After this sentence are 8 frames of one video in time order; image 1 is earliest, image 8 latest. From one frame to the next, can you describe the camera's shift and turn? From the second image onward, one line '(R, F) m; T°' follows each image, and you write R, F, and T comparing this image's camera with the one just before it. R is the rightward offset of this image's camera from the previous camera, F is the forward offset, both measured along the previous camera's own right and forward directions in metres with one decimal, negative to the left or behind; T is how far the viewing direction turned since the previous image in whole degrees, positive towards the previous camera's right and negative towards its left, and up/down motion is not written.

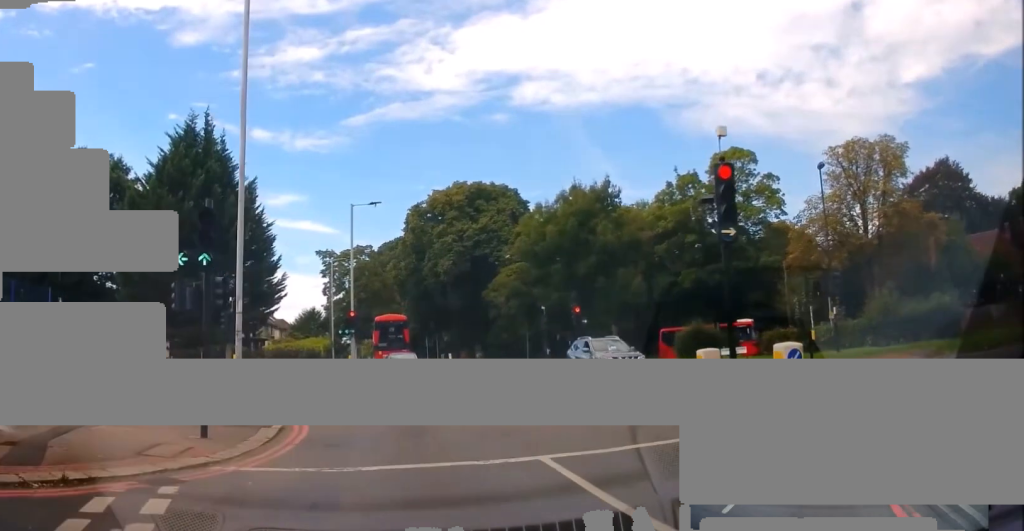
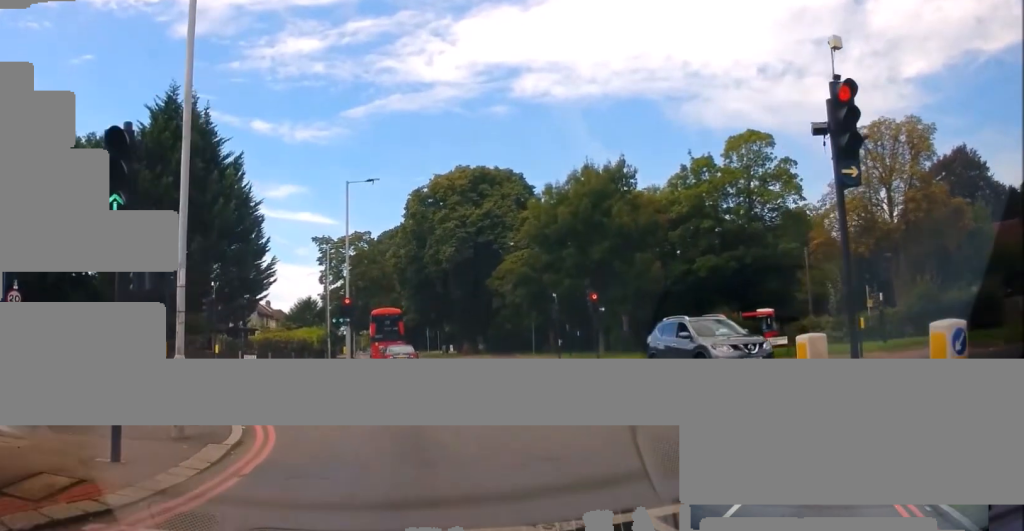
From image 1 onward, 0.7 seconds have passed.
(+0.2, +3.7) m; +2°
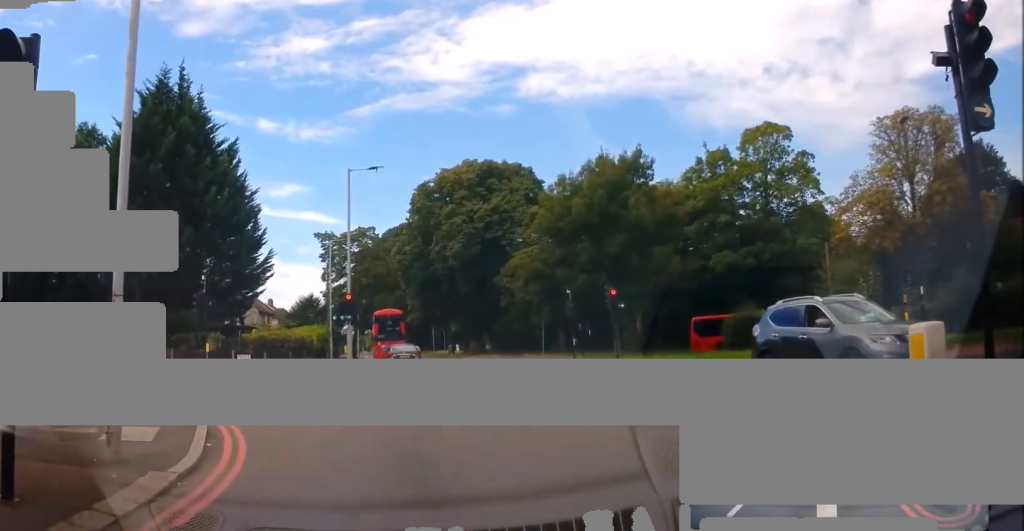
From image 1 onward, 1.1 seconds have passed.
(+0.2, +2.6) m; 0°
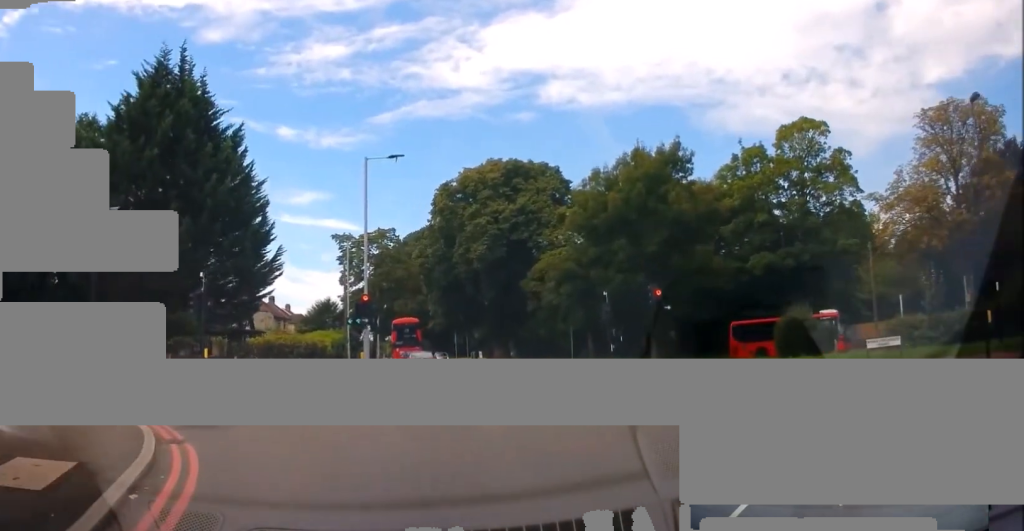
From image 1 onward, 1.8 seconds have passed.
(-0.2, +3.8) m; -3°
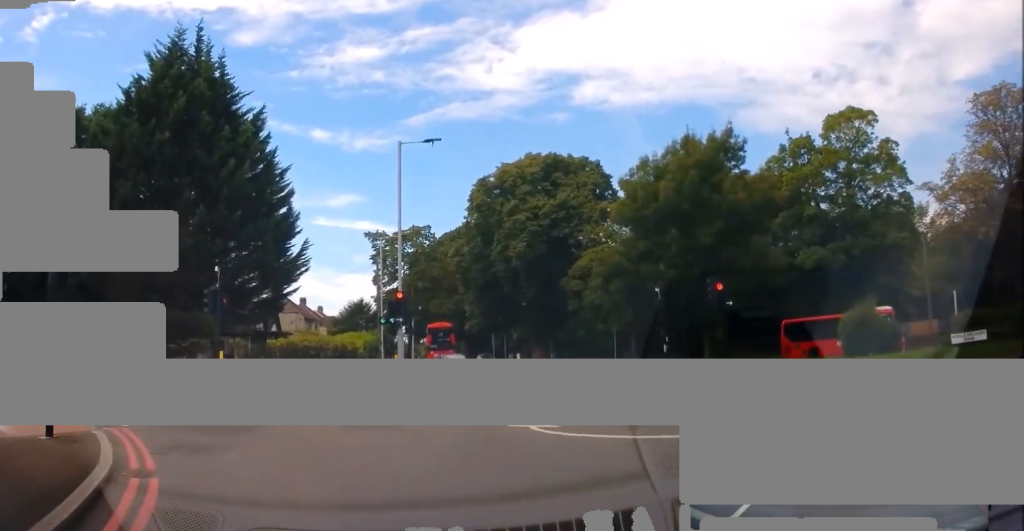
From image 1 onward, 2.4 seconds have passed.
(-0.1, +3.2) m; -3°
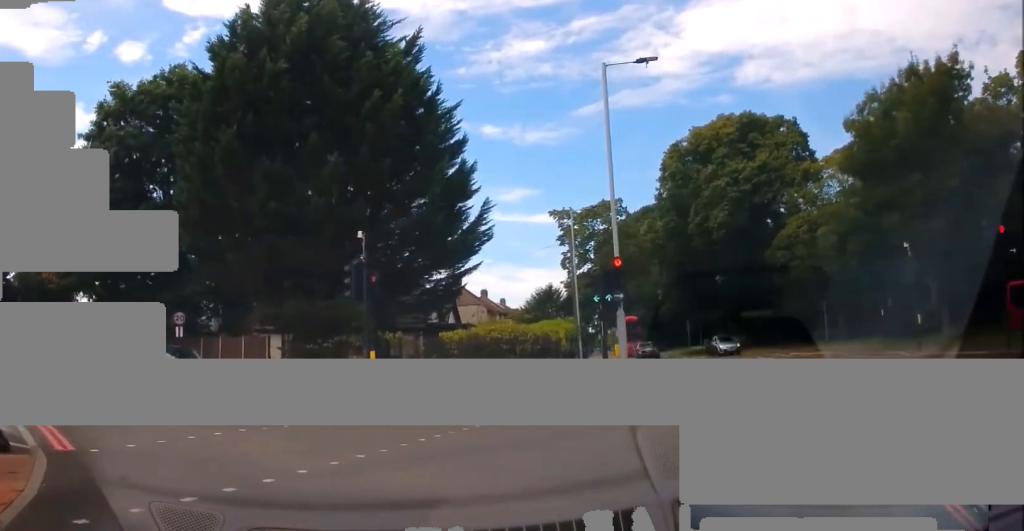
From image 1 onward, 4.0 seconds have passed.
(-0.2, +7.6) m; -9°
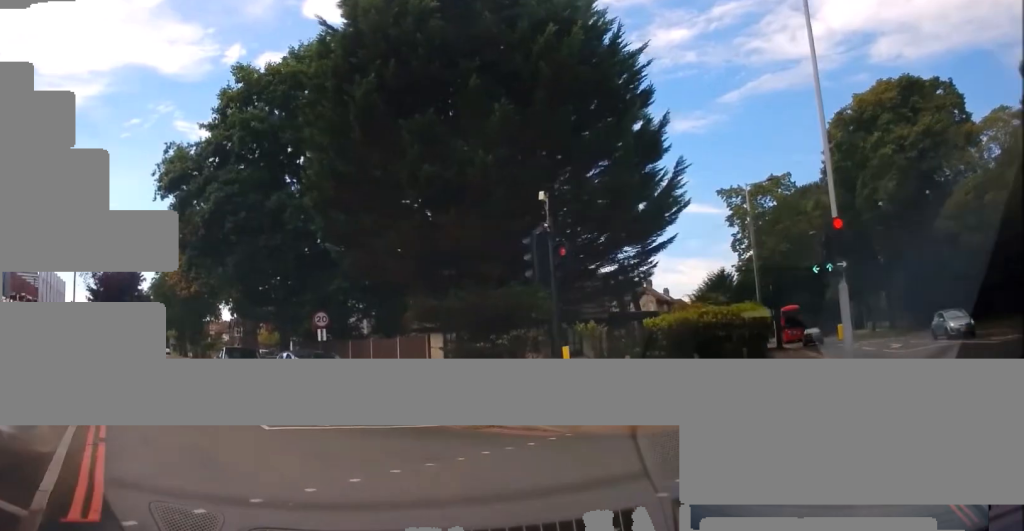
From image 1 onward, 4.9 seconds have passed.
(-0.4, +3.8) m; -14°
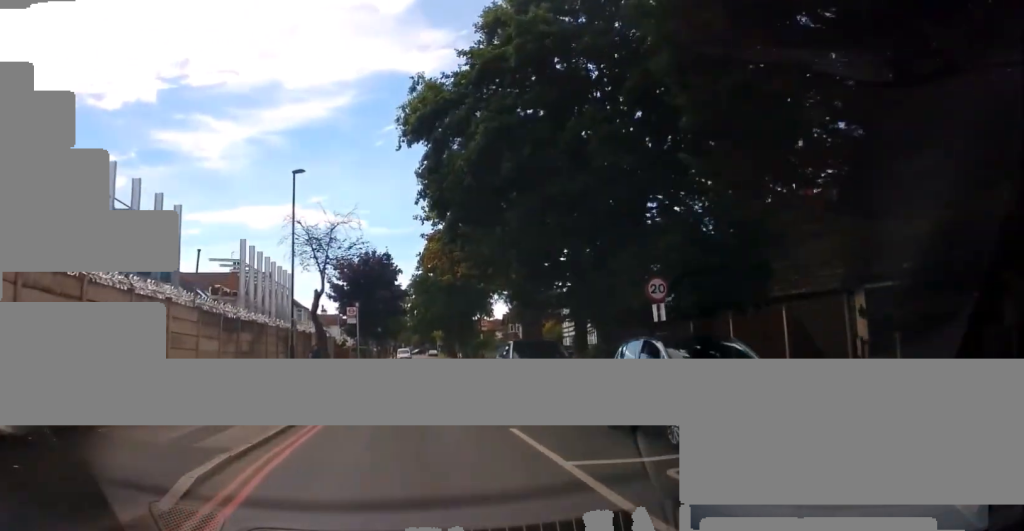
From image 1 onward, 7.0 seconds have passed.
(-2.1, +8.3) m; -18°
